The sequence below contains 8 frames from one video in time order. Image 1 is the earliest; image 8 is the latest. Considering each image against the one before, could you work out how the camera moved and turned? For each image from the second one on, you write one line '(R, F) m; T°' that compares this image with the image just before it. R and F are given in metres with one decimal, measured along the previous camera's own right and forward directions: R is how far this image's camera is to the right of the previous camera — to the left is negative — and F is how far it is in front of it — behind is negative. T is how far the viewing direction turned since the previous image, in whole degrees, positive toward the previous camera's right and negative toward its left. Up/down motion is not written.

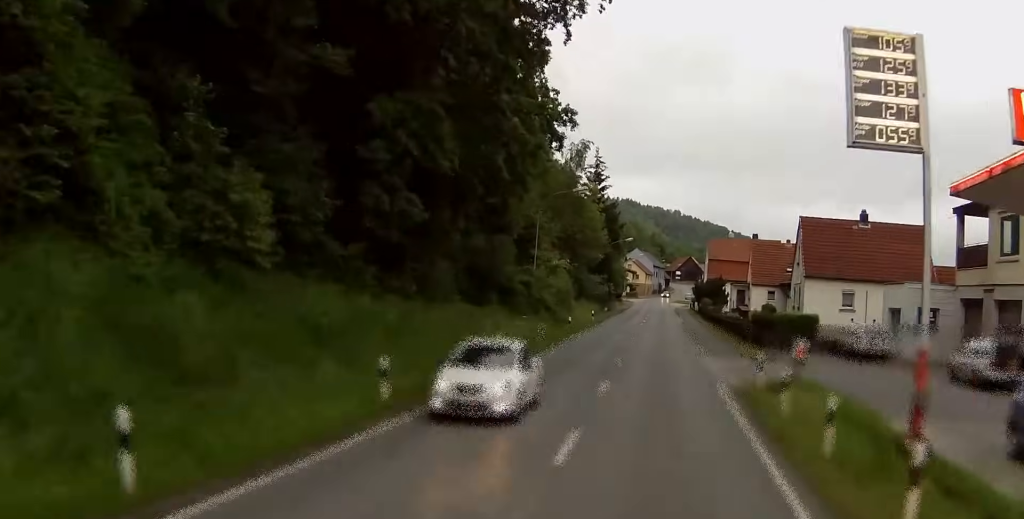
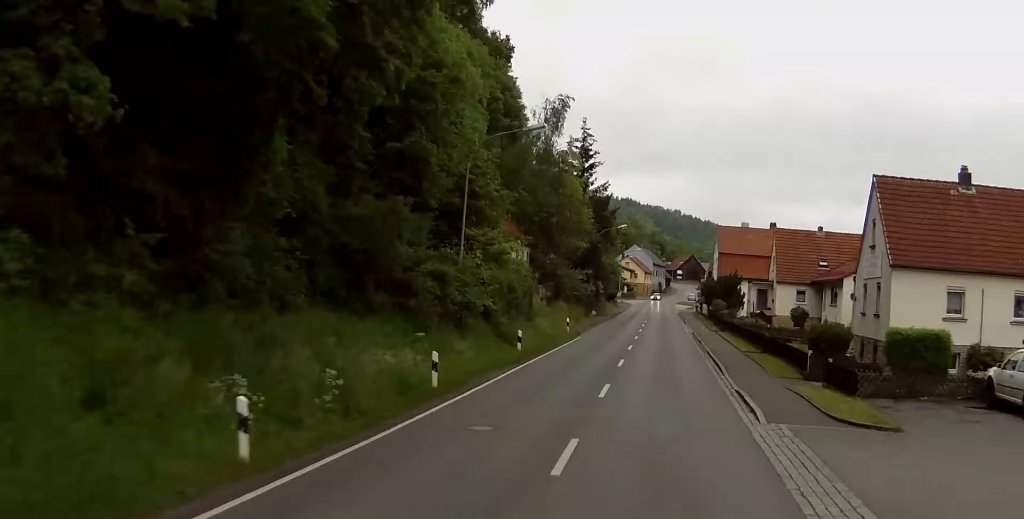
(-1.2, +19.6) m; -1°
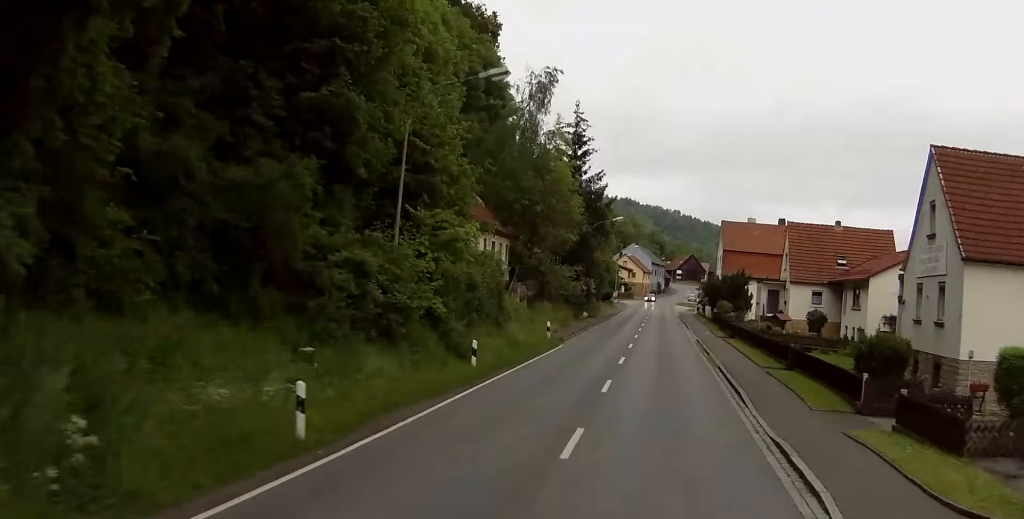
(+0.4, +8.2) m; +1°
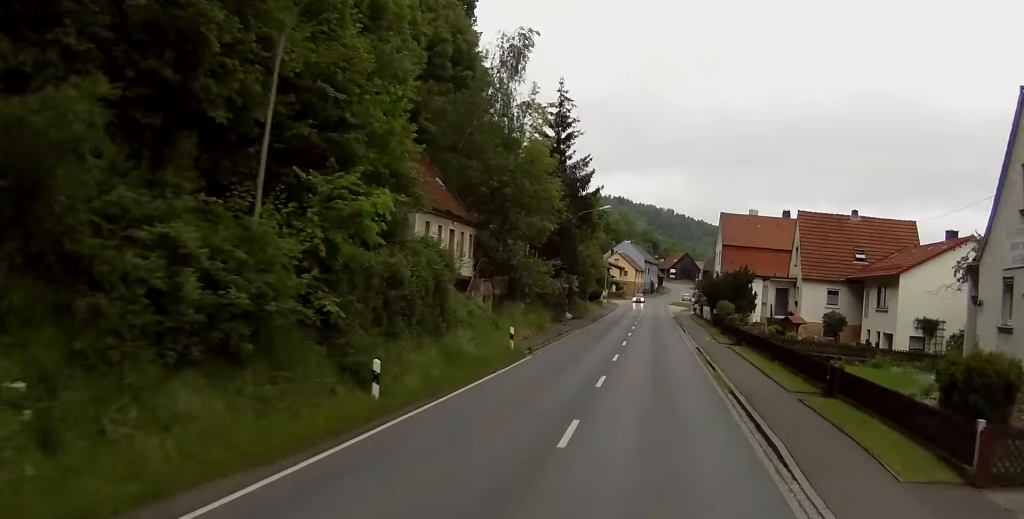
(-0.1, +8.5) m; 0°
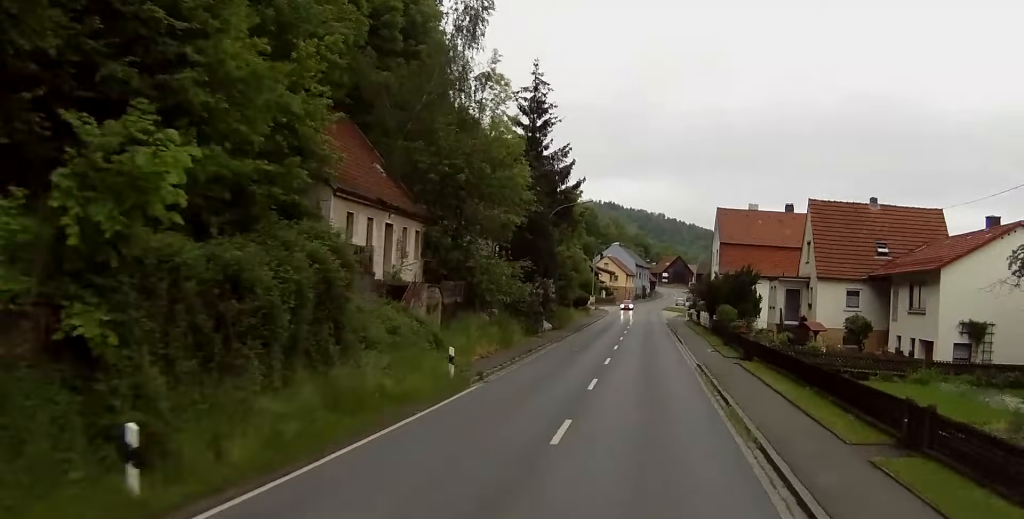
(-0.1, +8.4) m; -1°
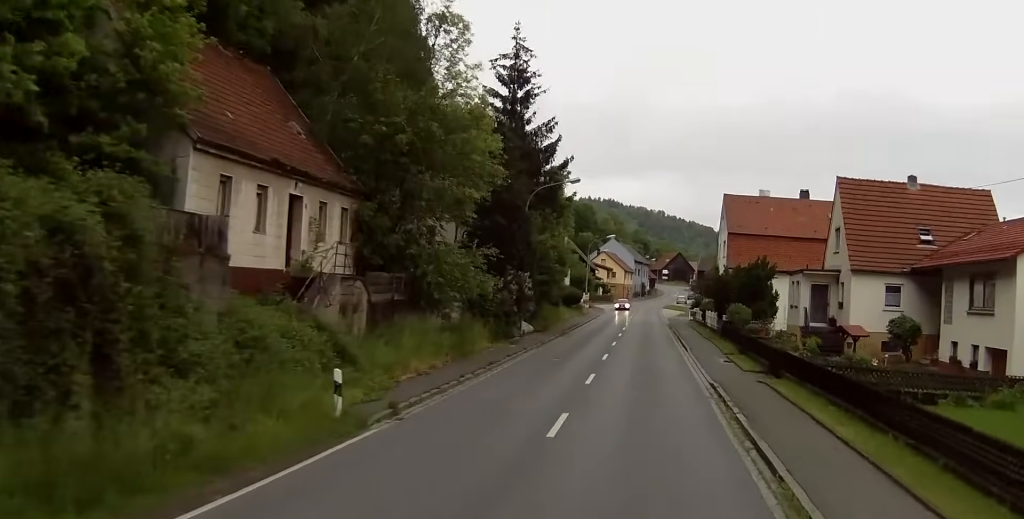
(0.0, +8.6) m; 0°
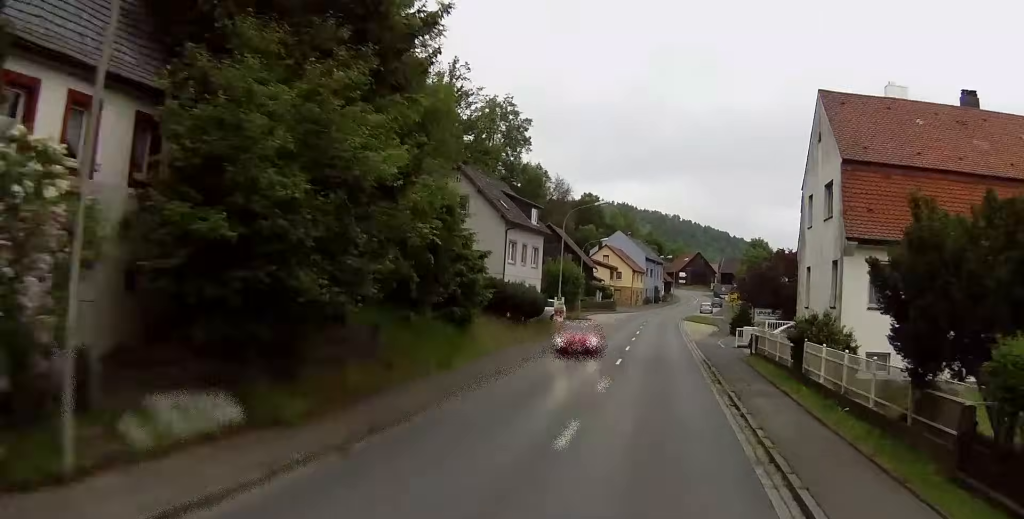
(+0.6, +36.9) m; +2°
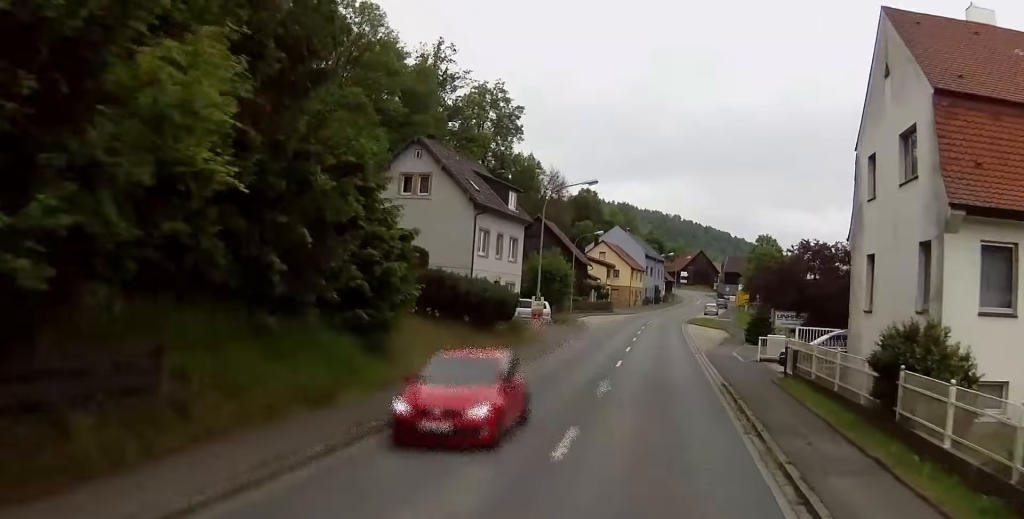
(+0.2, +10.1) m; +1°
